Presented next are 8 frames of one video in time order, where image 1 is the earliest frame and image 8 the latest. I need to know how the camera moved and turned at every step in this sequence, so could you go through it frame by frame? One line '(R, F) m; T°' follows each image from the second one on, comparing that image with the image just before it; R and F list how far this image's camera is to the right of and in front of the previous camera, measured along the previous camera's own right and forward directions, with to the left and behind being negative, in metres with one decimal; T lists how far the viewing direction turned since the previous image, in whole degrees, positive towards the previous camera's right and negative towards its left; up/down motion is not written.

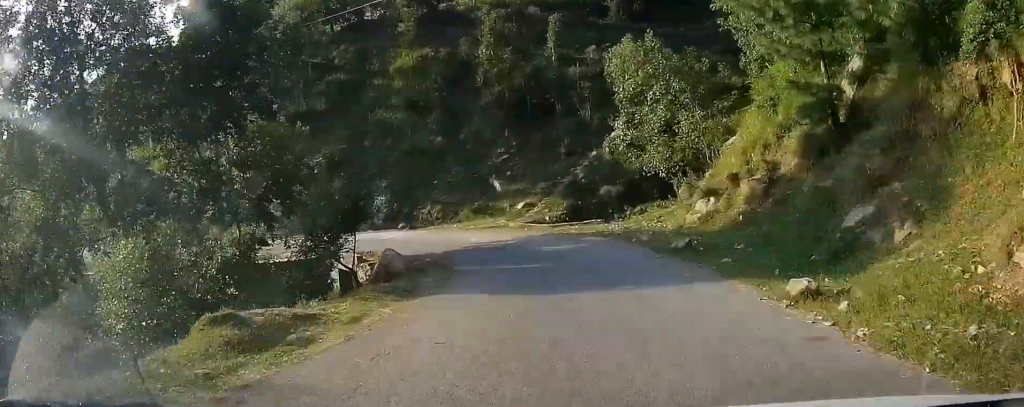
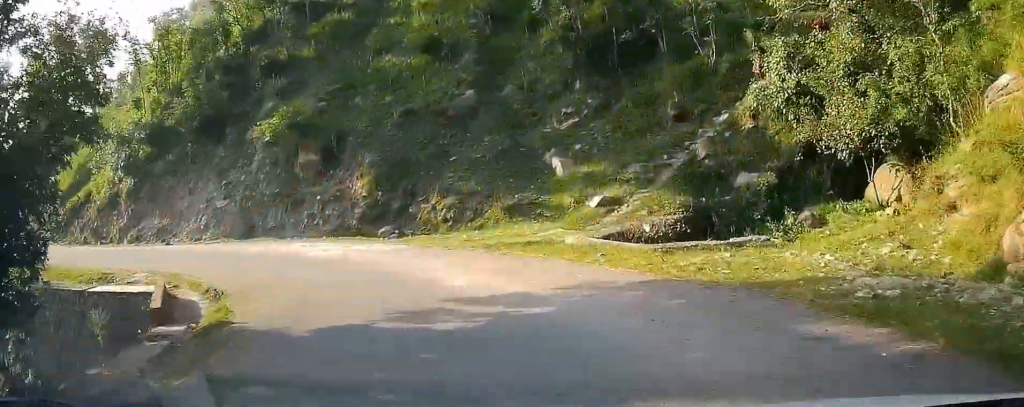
(+1.4, +15.6) m; +1°
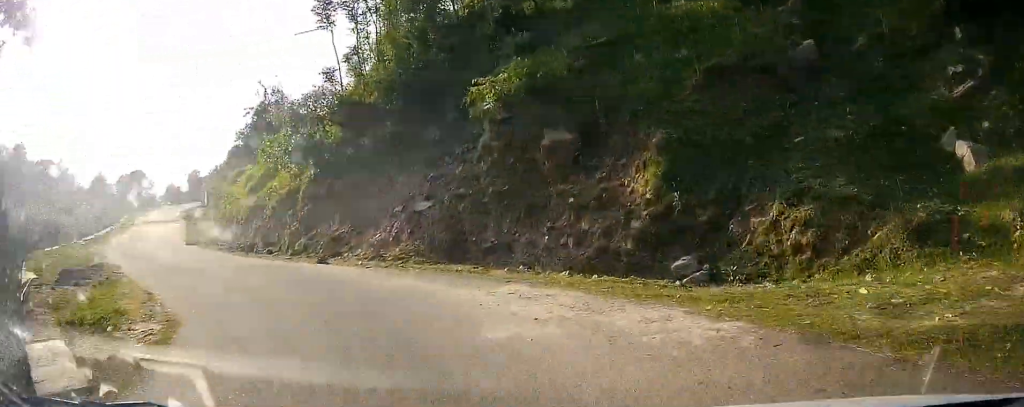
(+0.4, +9.9) m; -13°
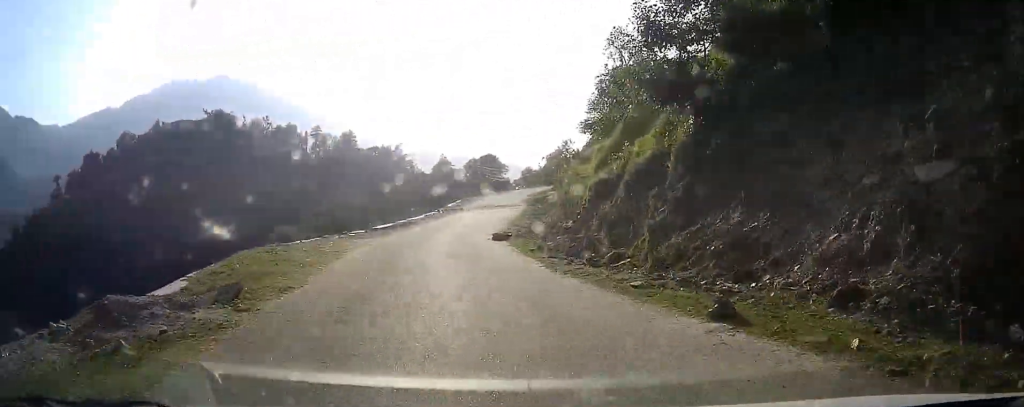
(-1.9, +9.9) m; -30°
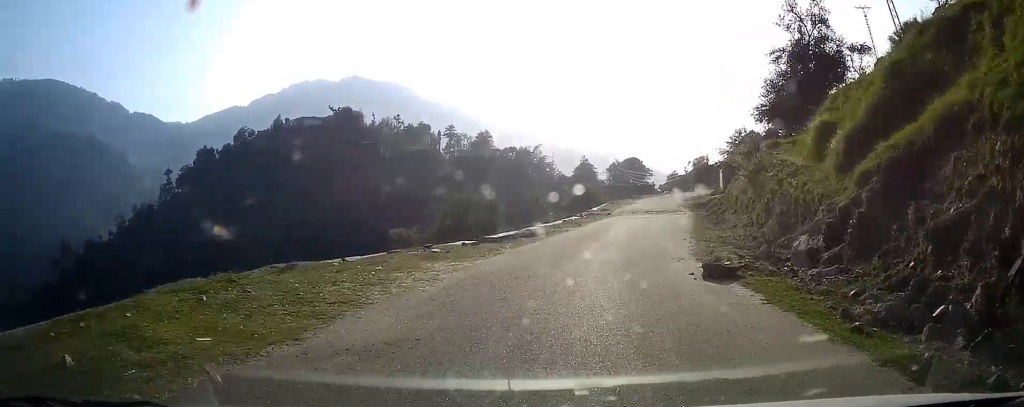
(-3.6, +9.7) m; -20°
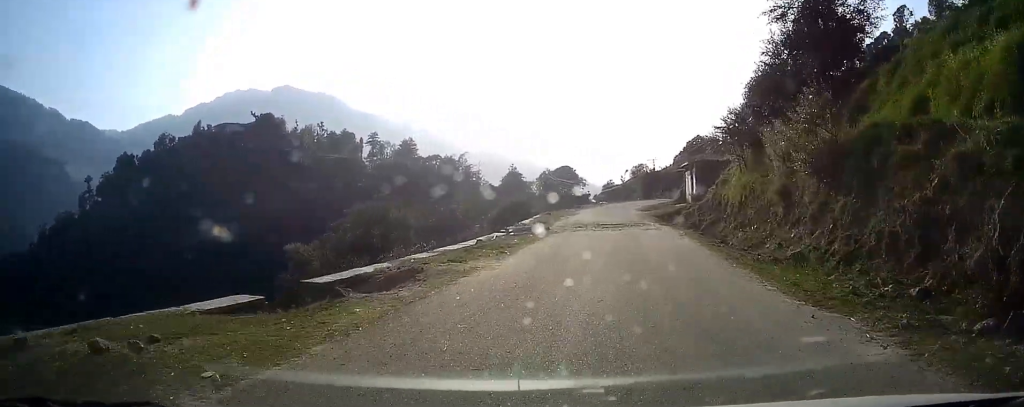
(-1.7, +11.3) m; -7°
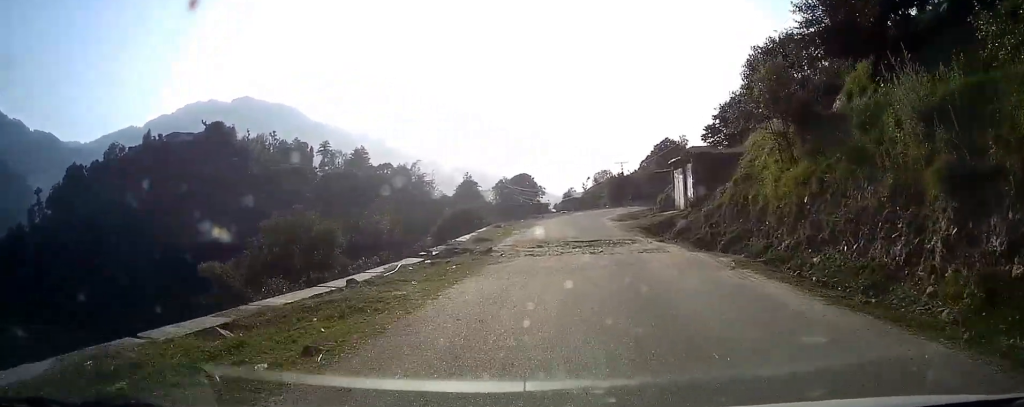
(-0.4, +9.1) m; +2°
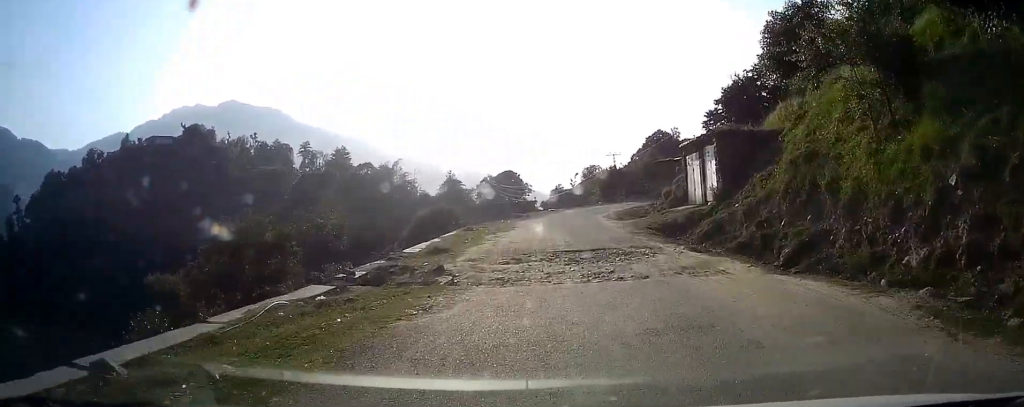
(+0.6, +7.0) m; +3°
